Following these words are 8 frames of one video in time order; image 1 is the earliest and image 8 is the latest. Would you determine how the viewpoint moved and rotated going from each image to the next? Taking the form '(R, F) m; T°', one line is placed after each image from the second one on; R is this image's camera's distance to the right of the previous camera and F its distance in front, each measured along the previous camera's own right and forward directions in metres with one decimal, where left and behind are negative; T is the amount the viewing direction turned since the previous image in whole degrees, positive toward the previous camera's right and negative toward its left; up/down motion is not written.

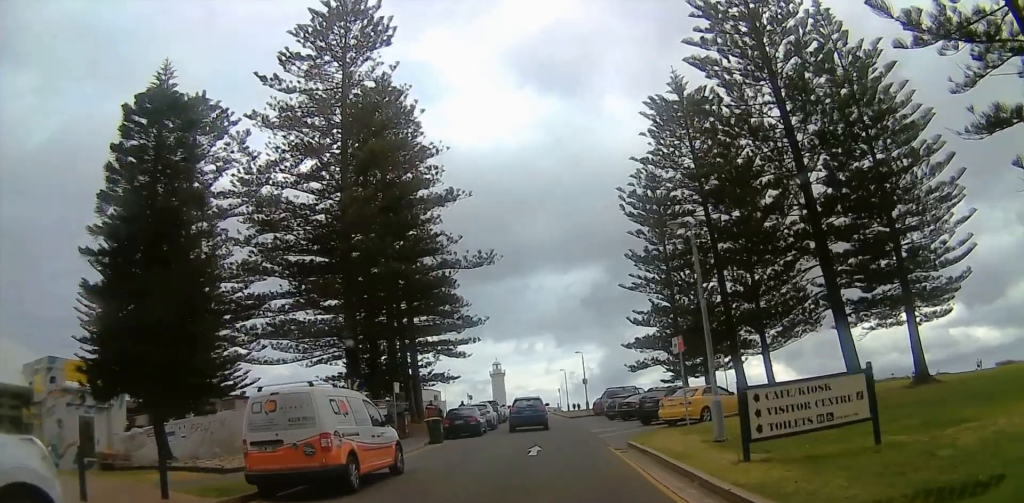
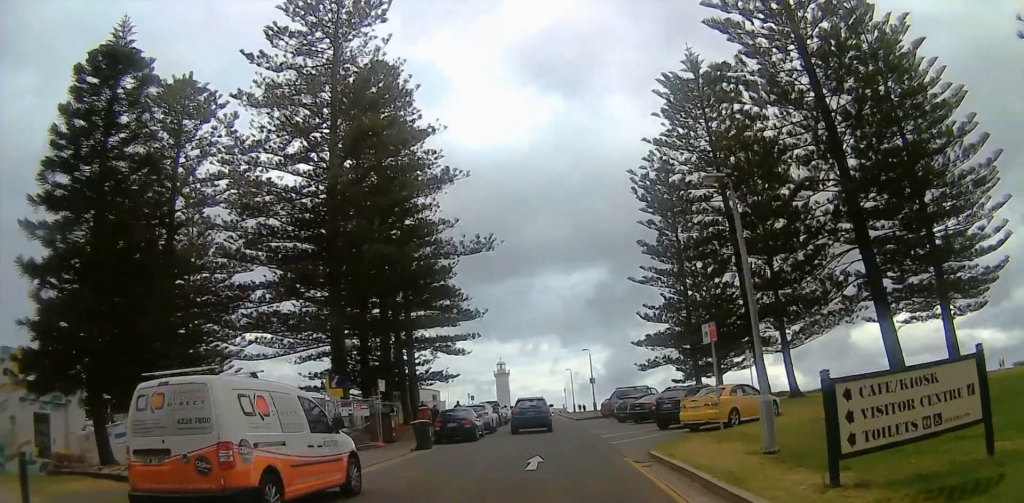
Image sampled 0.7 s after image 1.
(0.0, +3.5) m; 0°
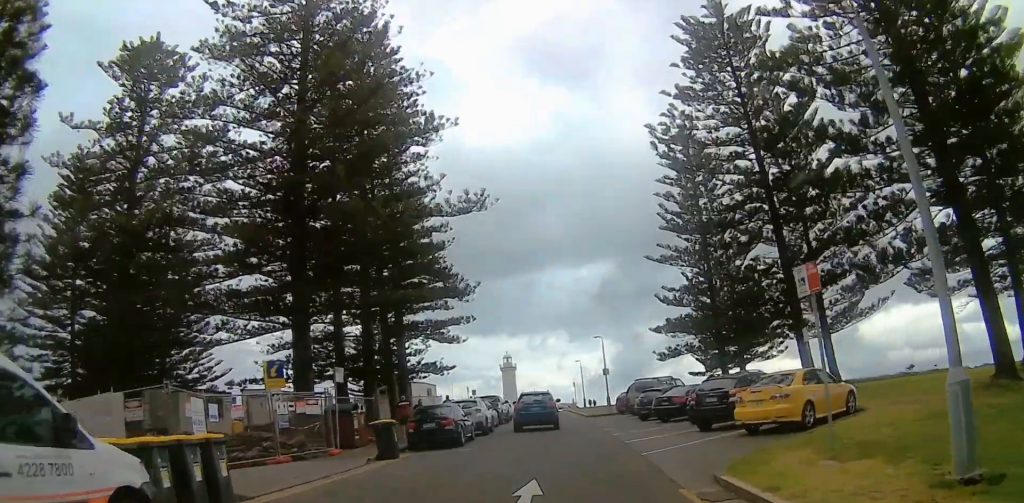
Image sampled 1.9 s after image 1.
(0.0, +6.4) m; 0°
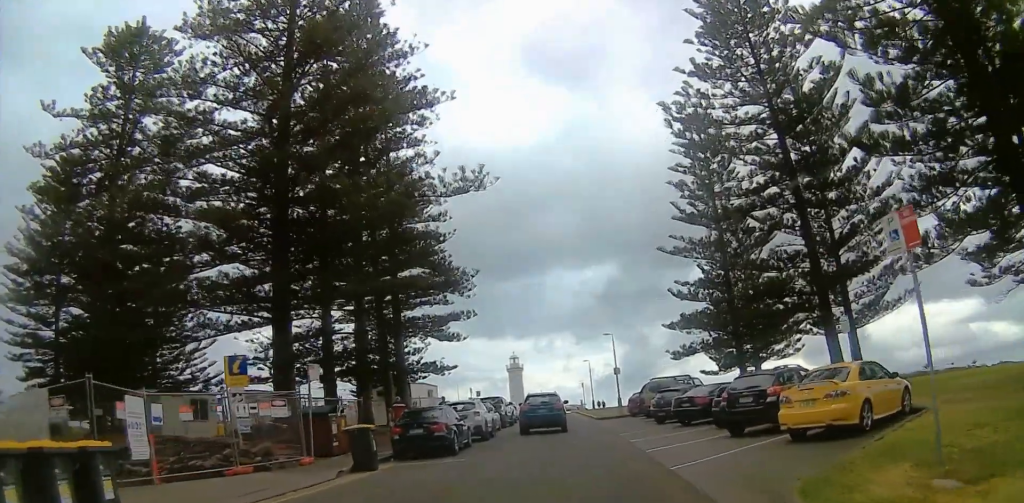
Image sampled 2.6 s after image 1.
(0.0, +3.3) m; 0°
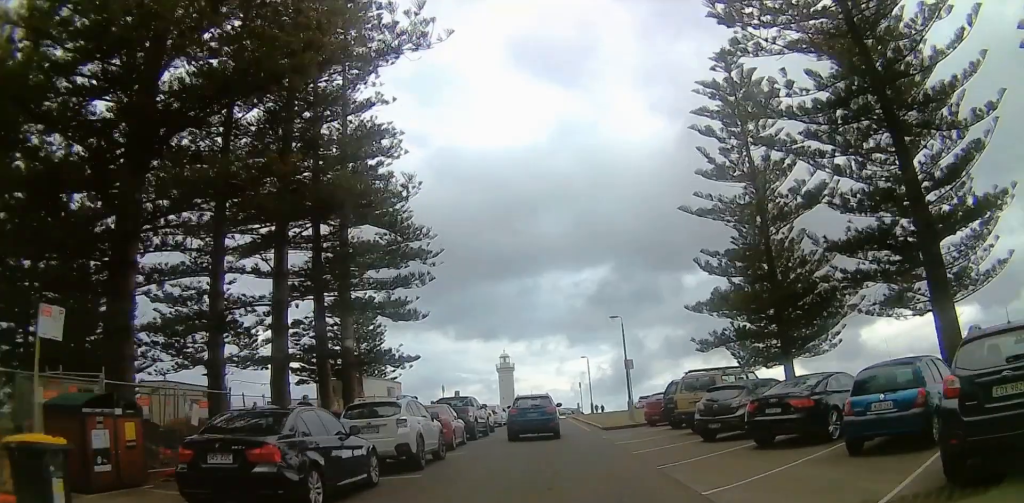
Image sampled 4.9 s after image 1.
(0.0, +11.4) m; 0°
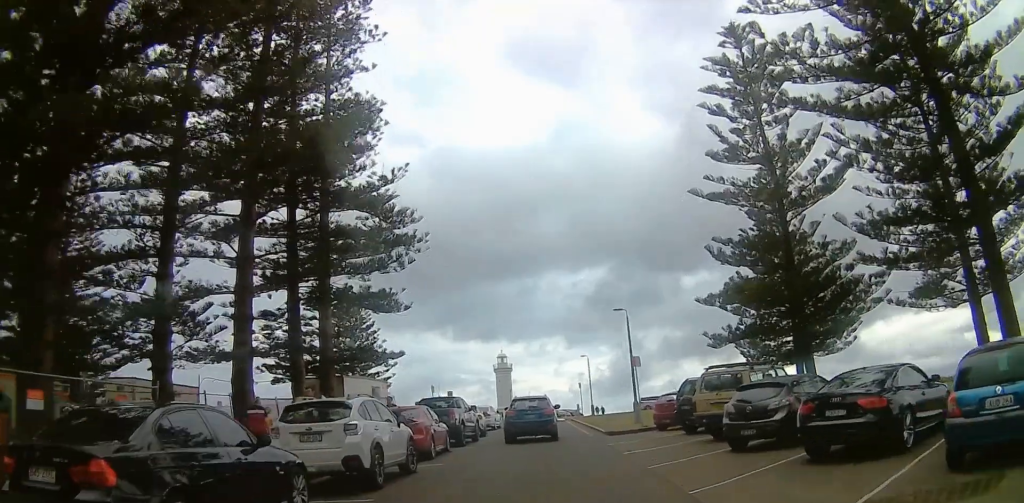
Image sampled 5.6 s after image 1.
(0.0, +3.2) m; 0°
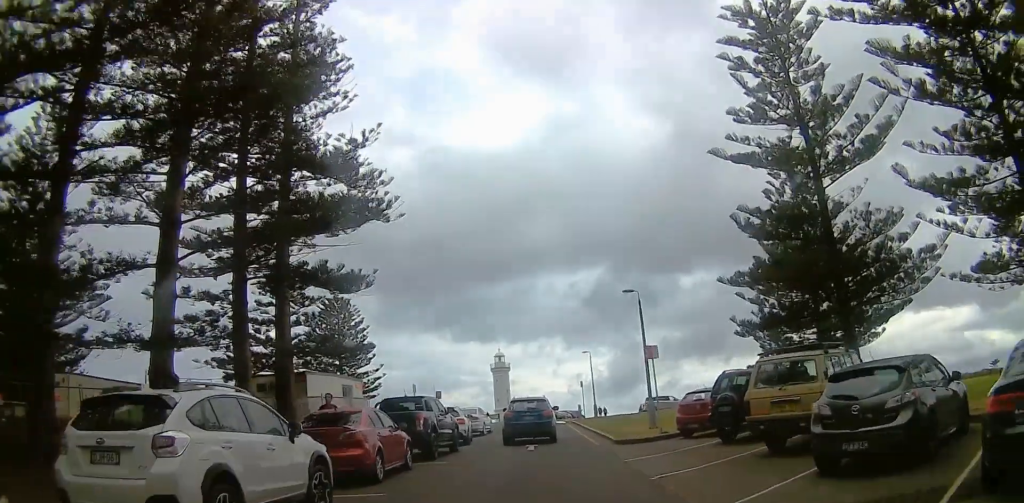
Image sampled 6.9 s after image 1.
(0.0, +5.4) m; 0°
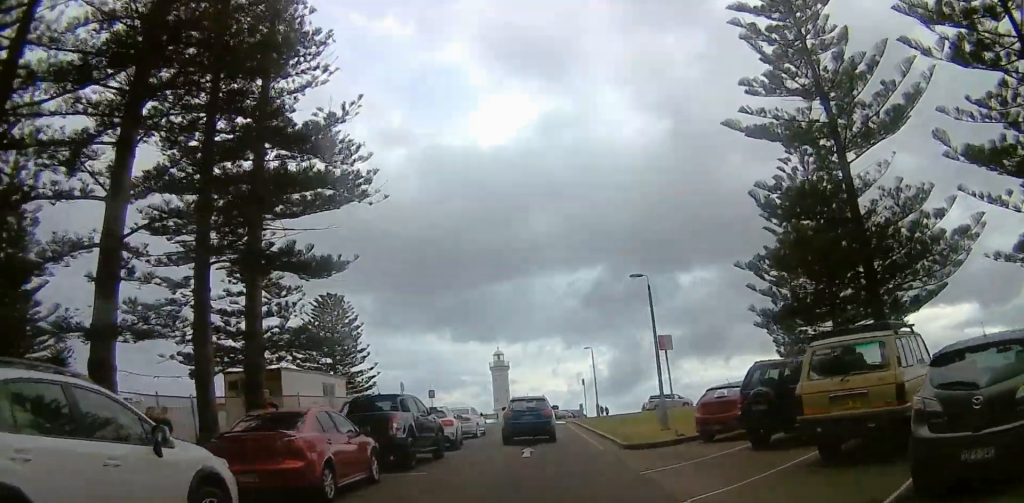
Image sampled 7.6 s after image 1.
(0.0, +3.1) m; 0°
